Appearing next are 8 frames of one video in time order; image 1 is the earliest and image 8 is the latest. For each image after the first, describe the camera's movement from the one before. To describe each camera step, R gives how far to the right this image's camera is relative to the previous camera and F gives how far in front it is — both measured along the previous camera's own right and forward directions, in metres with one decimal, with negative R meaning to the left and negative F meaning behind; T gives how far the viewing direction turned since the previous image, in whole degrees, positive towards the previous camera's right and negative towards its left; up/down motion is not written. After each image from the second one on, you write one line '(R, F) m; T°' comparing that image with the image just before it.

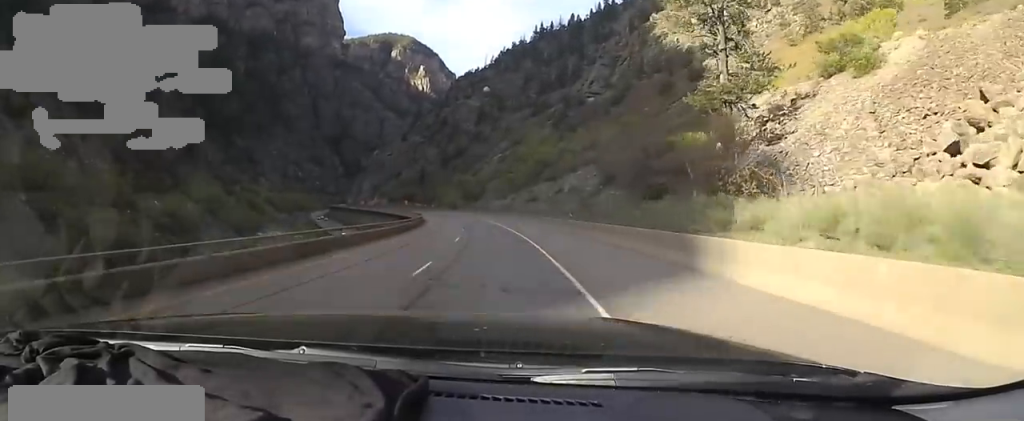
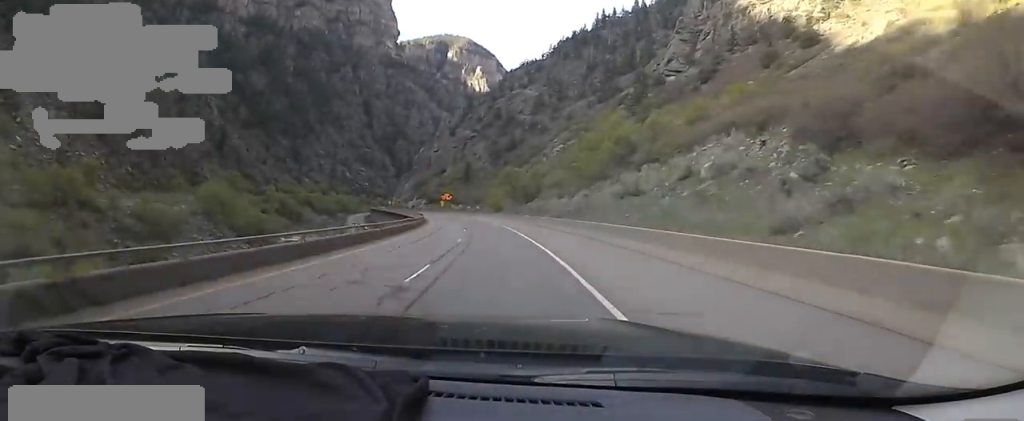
(-3.0, +38.3) m; -8°
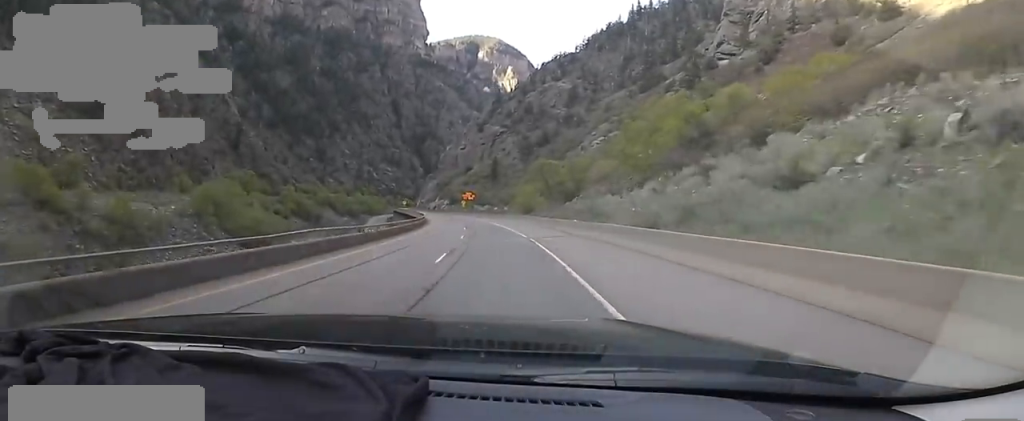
(-0.8, +20.9) m; -3°
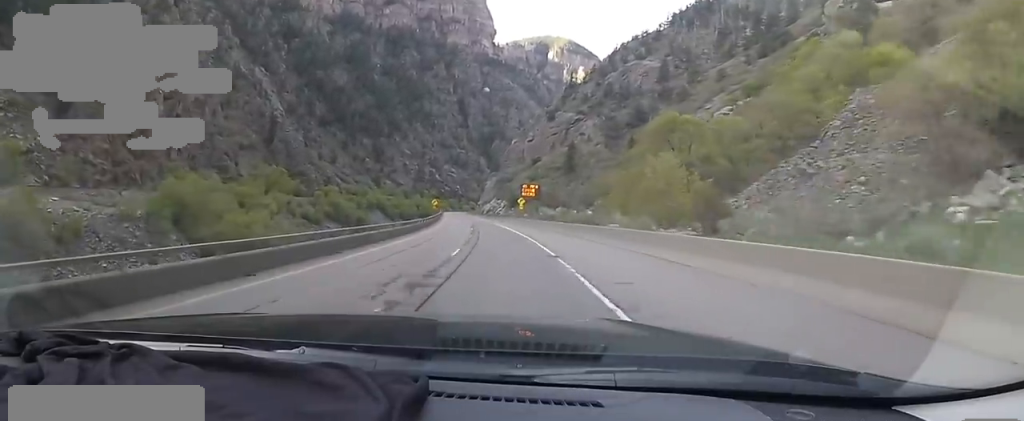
(-4.0, +46.1) m; -11°
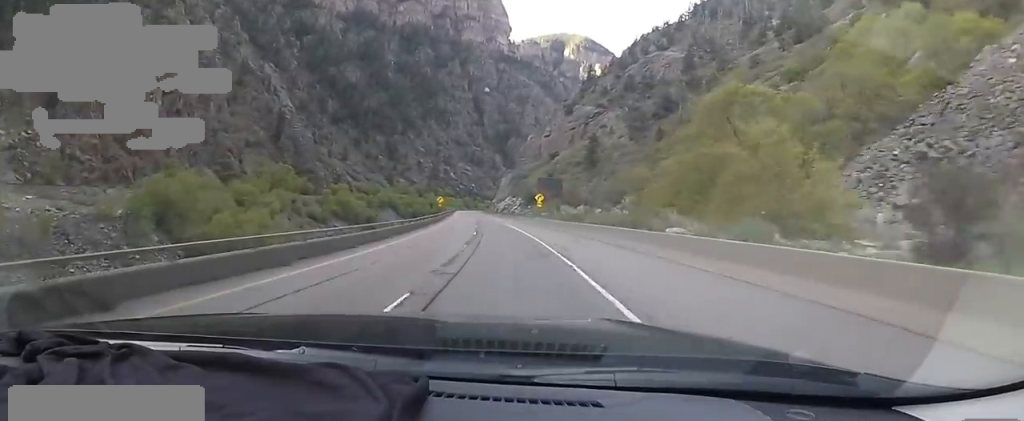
(0.0, +10.8) m; -1°
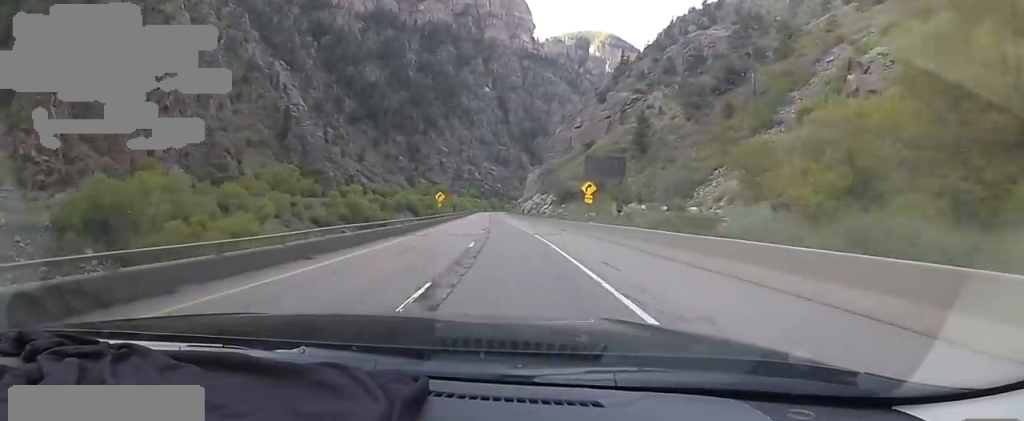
(-0.6, +24.3) m; -3°
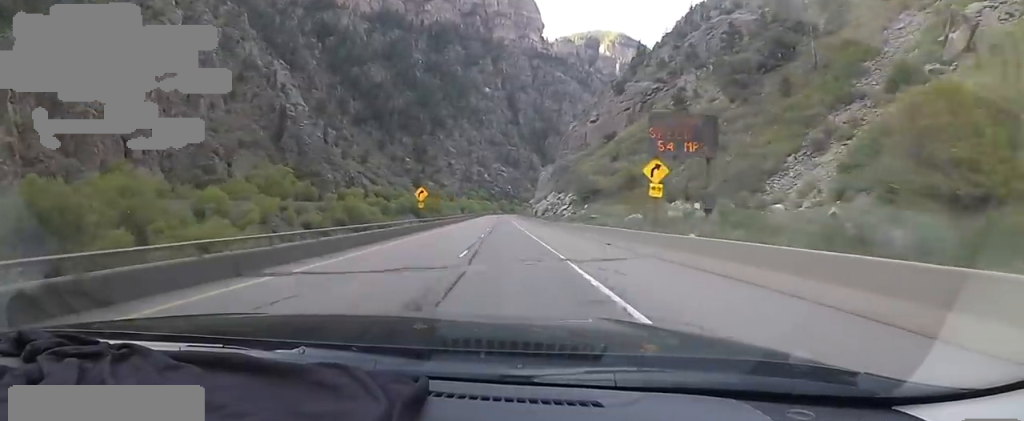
(-0.4, +16.0) m; -2°
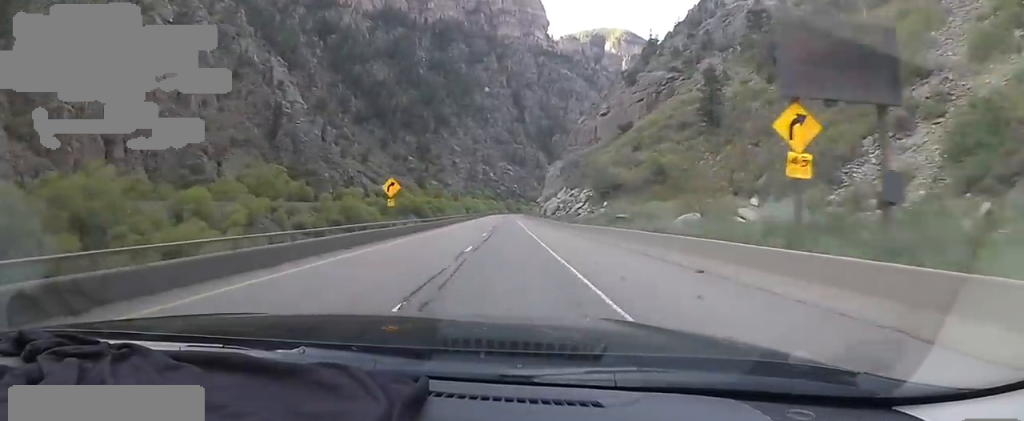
(0.0, +11.1) m; -1°
